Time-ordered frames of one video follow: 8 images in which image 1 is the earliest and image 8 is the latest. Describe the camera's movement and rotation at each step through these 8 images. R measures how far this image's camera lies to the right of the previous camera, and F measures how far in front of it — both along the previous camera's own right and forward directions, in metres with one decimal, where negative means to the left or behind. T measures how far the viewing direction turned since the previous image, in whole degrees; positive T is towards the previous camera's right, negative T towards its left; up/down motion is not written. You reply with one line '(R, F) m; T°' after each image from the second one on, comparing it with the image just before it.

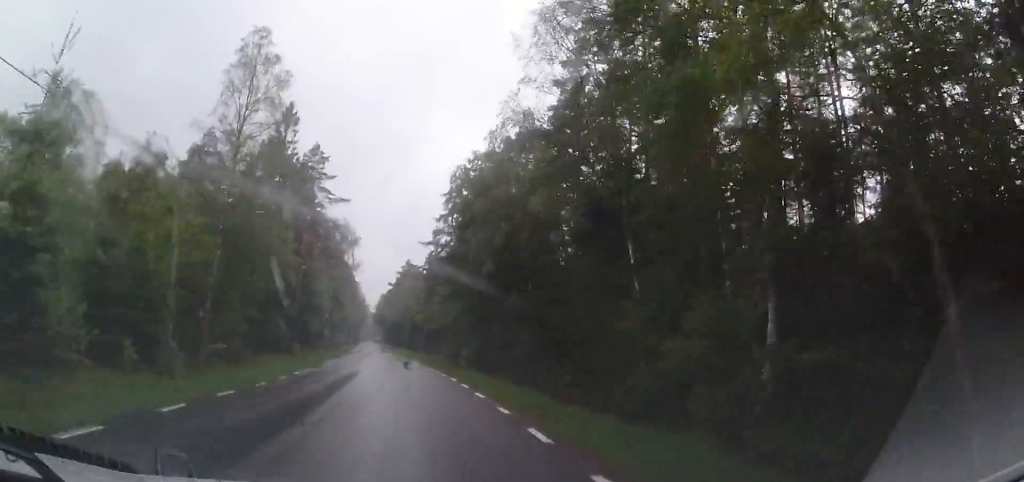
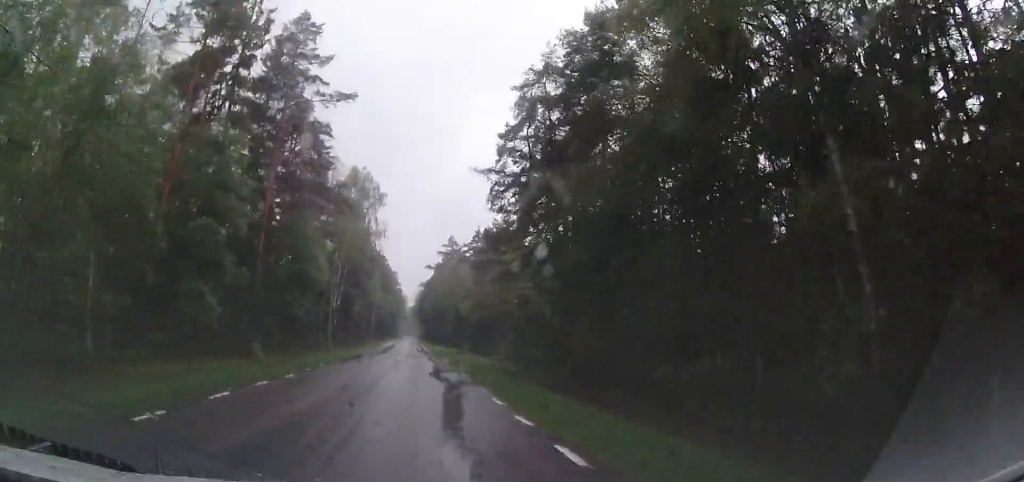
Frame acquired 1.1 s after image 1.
(-1.2, +22.0) m; -3°
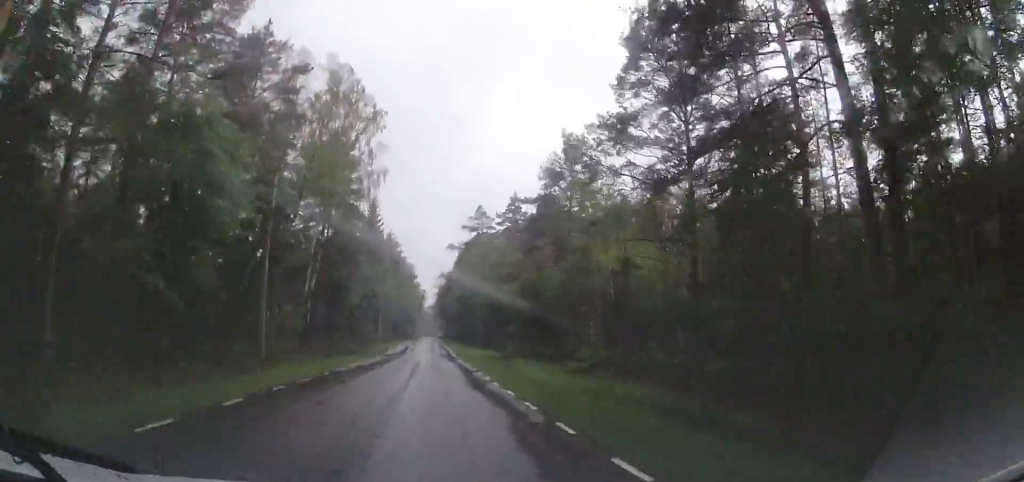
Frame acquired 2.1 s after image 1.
(-0.1, +21.4) m; 0°
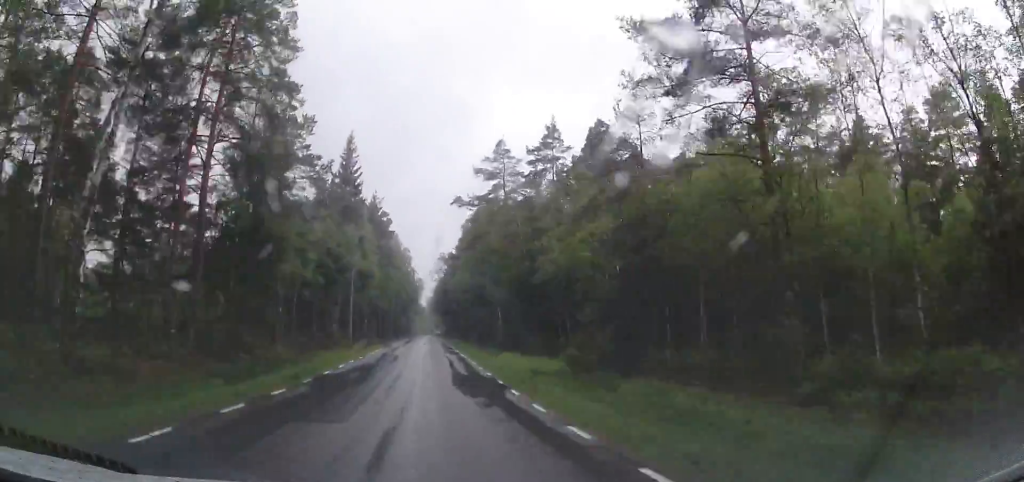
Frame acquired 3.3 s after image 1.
(-0.1, +24.1) m; 0°
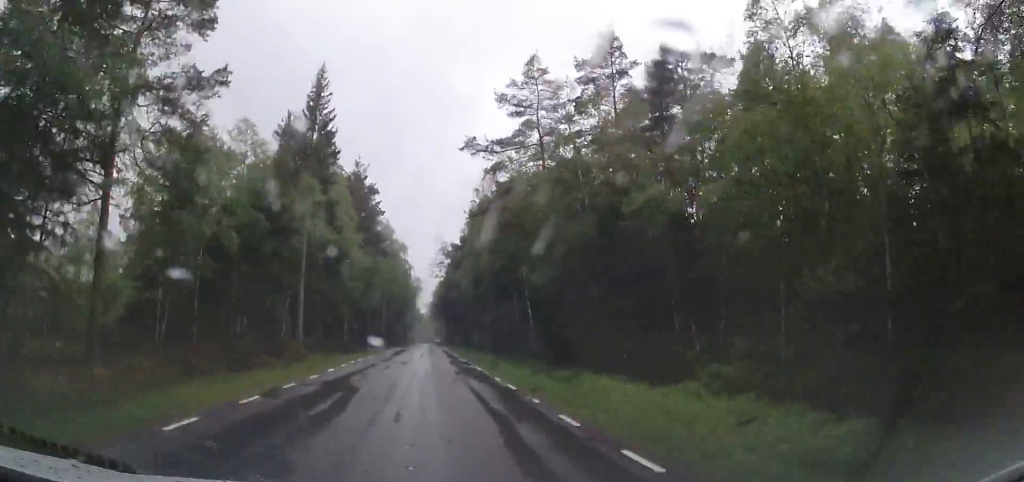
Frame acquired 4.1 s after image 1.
(+0.1, +17.2) m; 0°
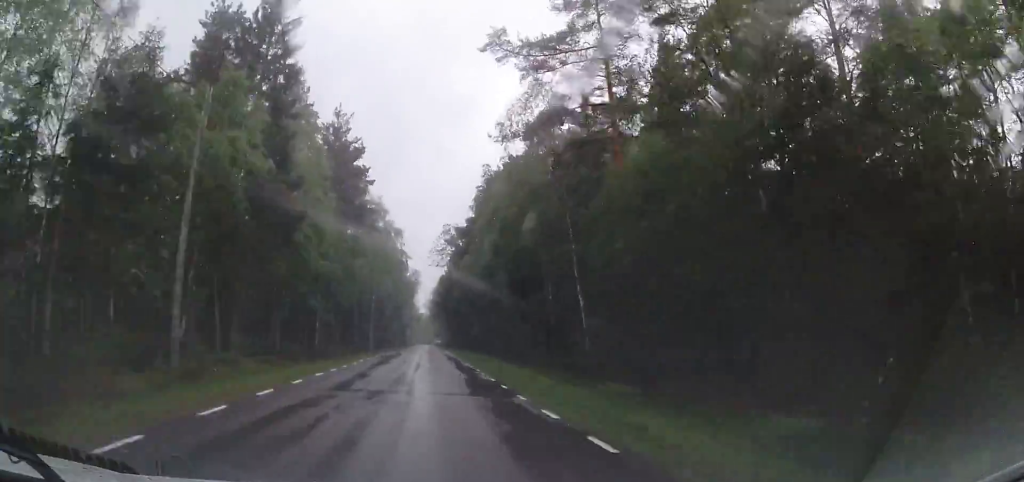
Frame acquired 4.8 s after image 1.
(0.0, +13.7) m; -1°
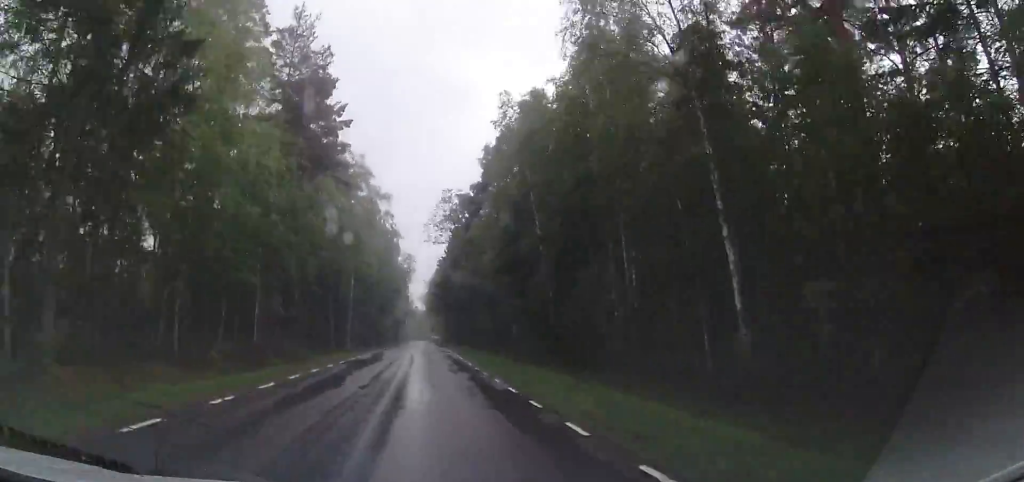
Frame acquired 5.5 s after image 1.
(-0.3, +14.2) m; 0°
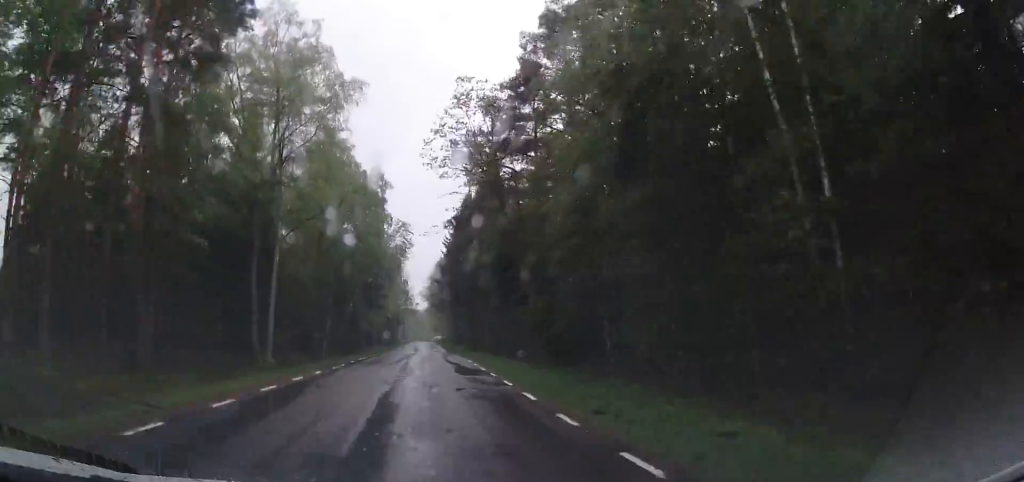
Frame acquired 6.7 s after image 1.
(+0.3, +23.8) m; +1°
